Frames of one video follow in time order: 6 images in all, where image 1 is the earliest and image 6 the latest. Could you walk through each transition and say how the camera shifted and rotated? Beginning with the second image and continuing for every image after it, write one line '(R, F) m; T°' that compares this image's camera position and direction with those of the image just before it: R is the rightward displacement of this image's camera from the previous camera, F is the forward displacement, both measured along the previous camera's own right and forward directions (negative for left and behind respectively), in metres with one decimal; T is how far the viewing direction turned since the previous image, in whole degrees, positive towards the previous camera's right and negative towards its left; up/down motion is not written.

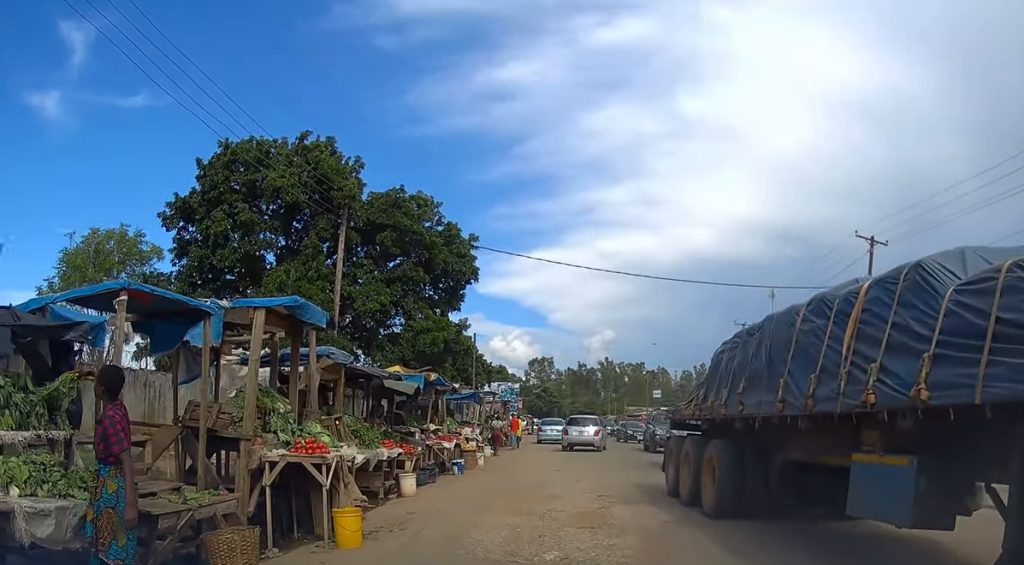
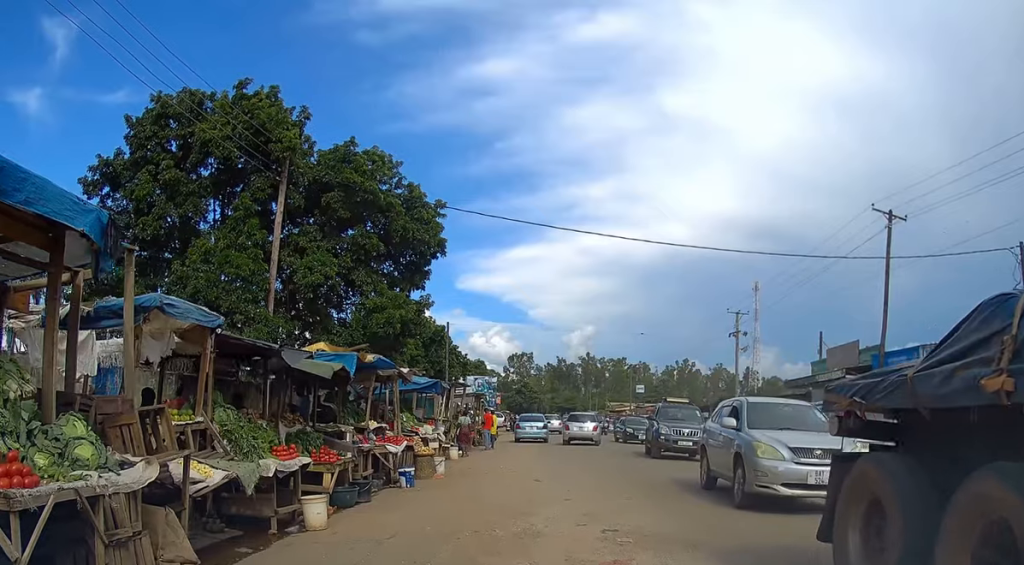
(+0.1, +4.5) m; +1°
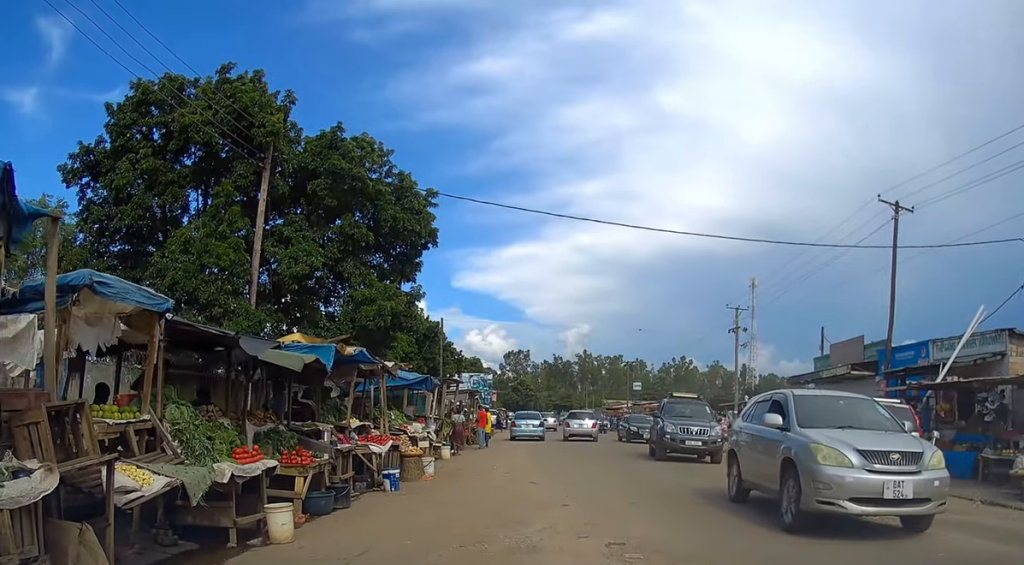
(0.0, +1.2) m; -2°
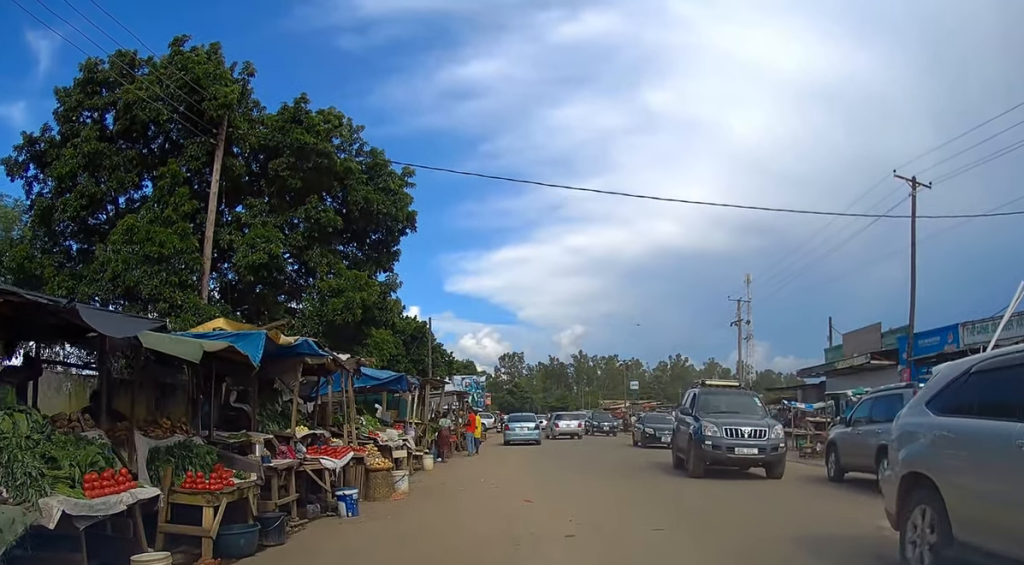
(+0.1, +2.6) m; 0°
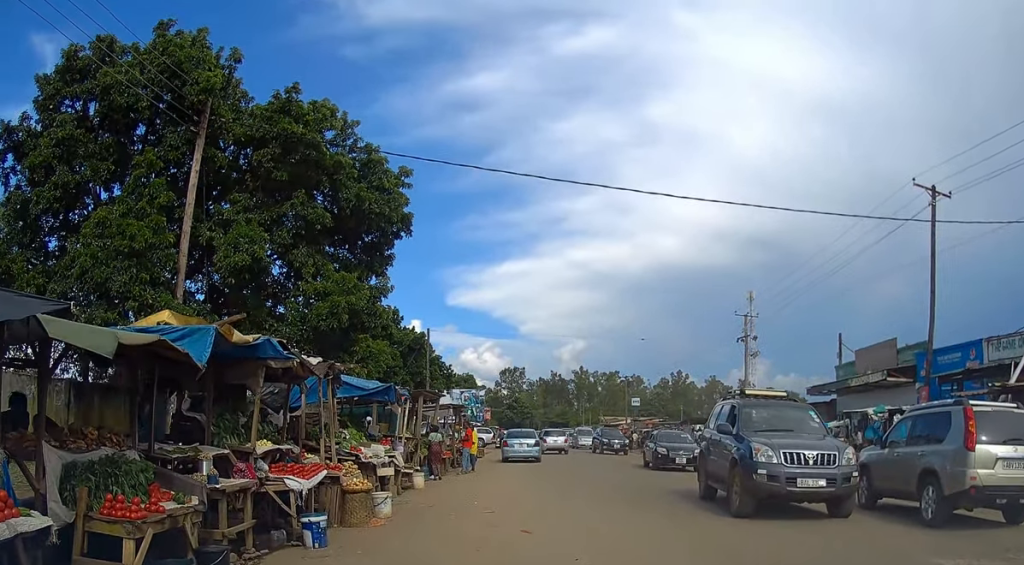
(+0.1, +1.4) m; +1°
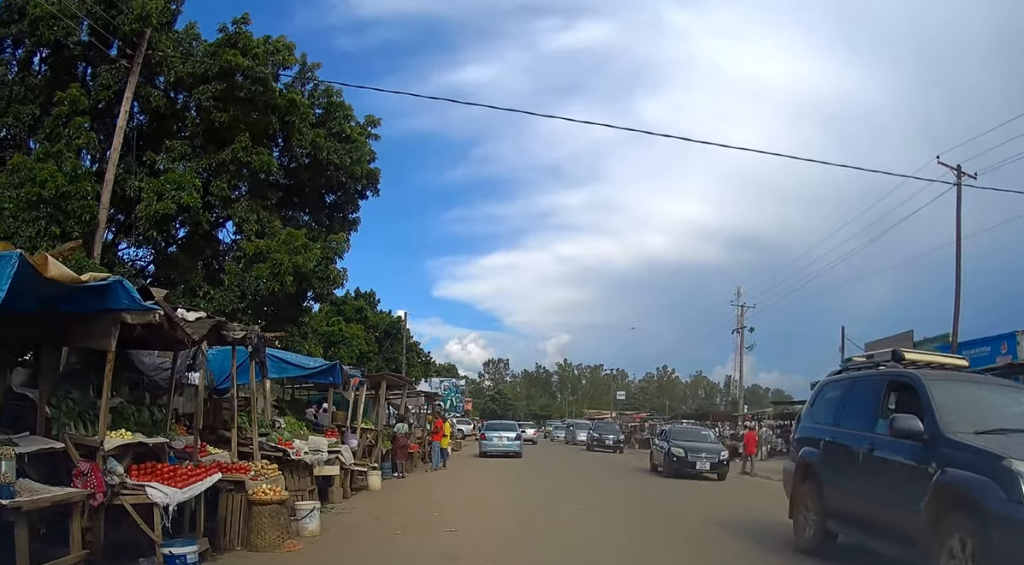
(+0.1, +2.8) m; +3°
